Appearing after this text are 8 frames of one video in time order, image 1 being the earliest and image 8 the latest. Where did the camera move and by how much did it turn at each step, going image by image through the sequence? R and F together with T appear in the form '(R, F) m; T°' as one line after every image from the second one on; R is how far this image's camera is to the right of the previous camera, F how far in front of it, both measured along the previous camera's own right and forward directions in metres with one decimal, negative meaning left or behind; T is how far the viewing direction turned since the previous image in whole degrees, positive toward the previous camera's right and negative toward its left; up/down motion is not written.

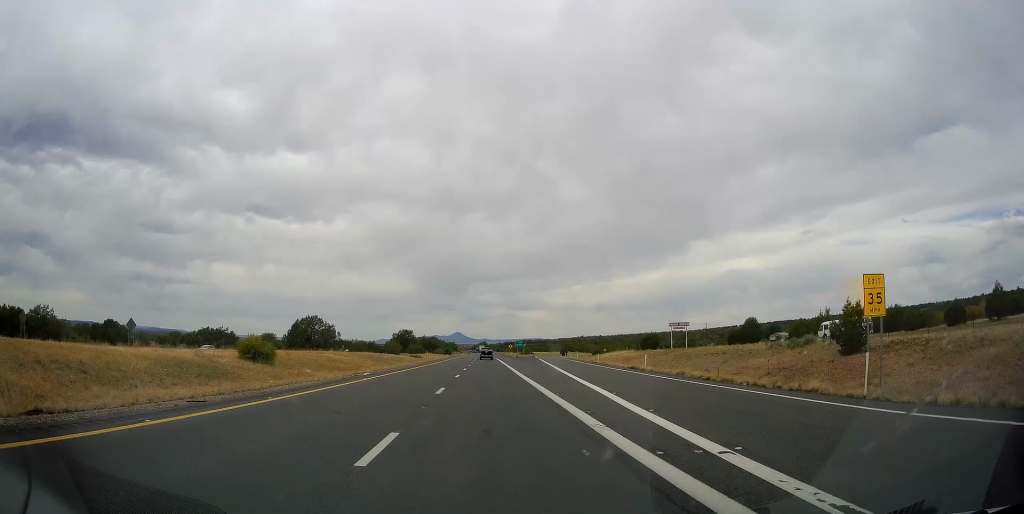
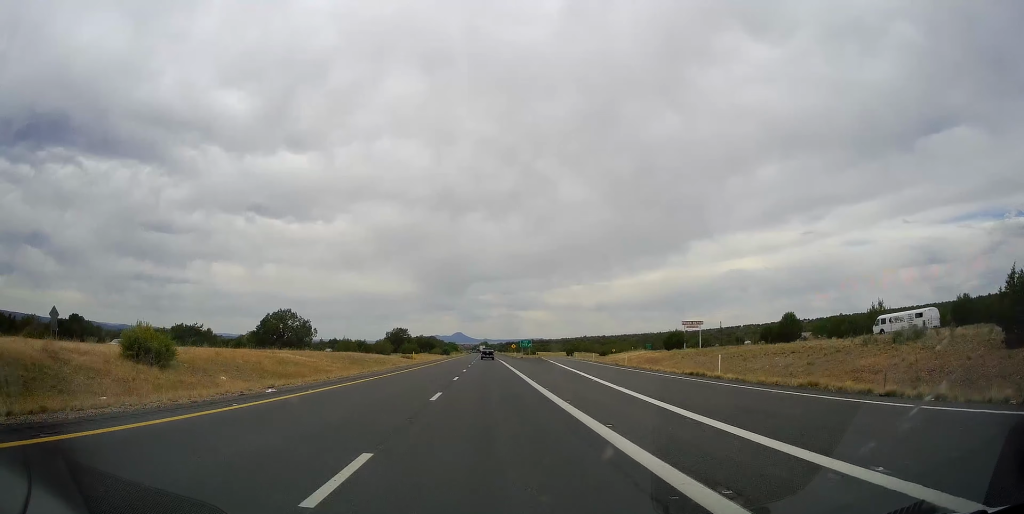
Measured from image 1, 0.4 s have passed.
(0.0, +14.8) m; 0°
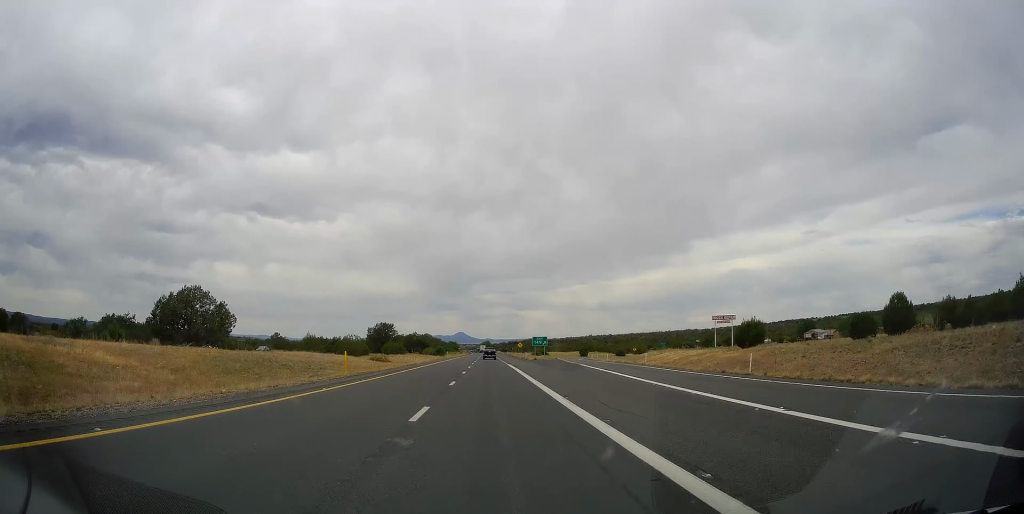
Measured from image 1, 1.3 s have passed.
(0.0, +29.5) m; +1°
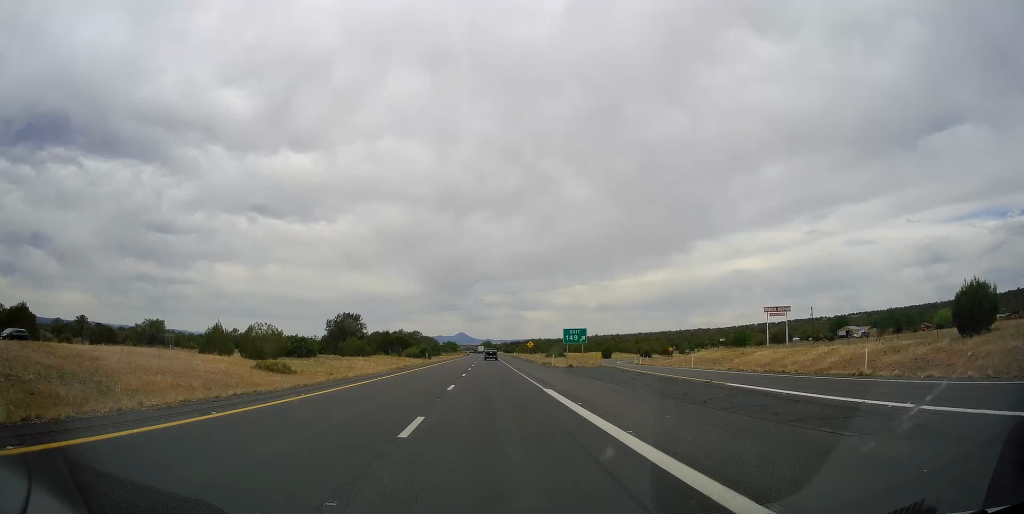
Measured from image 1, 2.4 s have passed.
(+0.6, +38.6) m; 0°
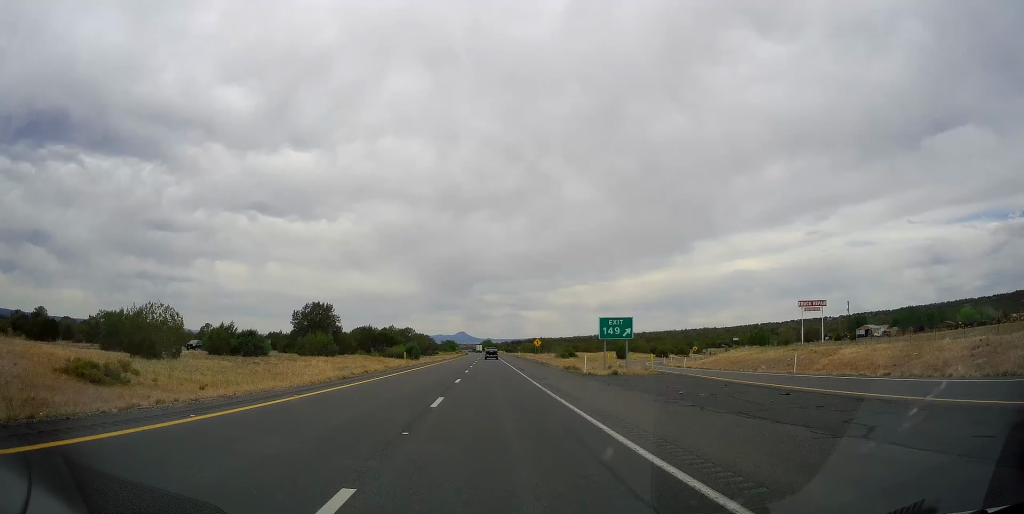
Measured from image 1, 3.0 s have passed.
(-0.2, +19.3) m; 0°
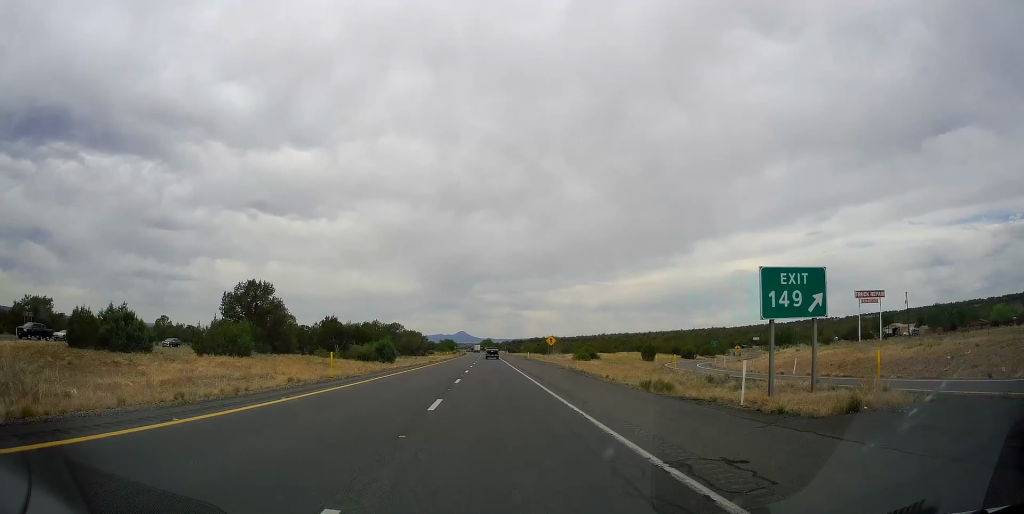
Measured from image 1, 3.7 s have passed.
(-0.2, +24.9) m; 0°
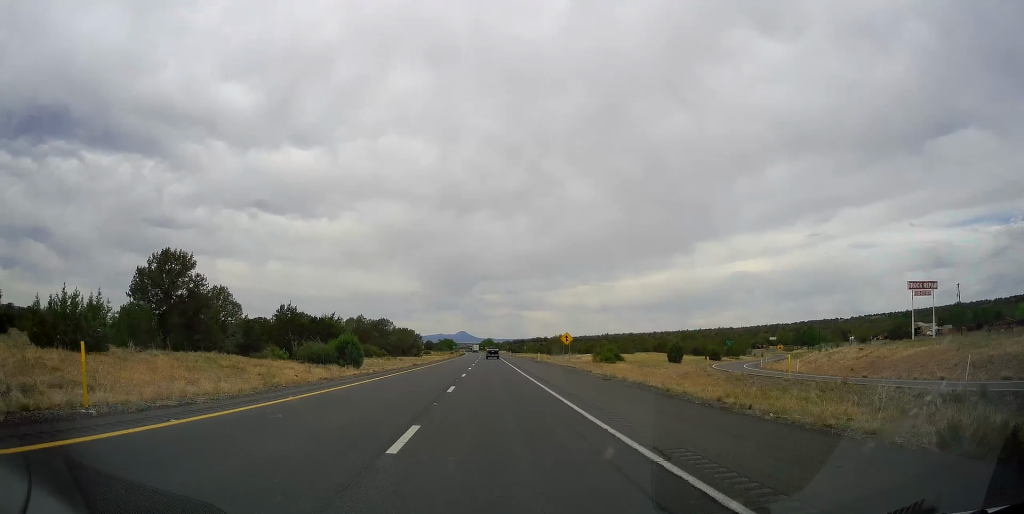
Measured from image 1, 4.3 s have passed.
(0.0, +18.1) m; 0°
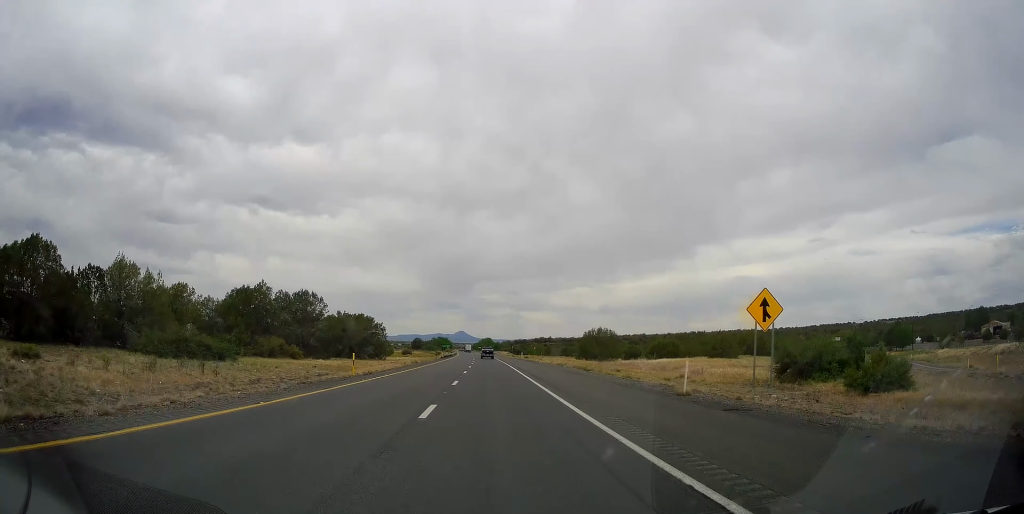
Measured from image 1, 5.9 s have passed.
(+0.1, +56.3) m; 0°
